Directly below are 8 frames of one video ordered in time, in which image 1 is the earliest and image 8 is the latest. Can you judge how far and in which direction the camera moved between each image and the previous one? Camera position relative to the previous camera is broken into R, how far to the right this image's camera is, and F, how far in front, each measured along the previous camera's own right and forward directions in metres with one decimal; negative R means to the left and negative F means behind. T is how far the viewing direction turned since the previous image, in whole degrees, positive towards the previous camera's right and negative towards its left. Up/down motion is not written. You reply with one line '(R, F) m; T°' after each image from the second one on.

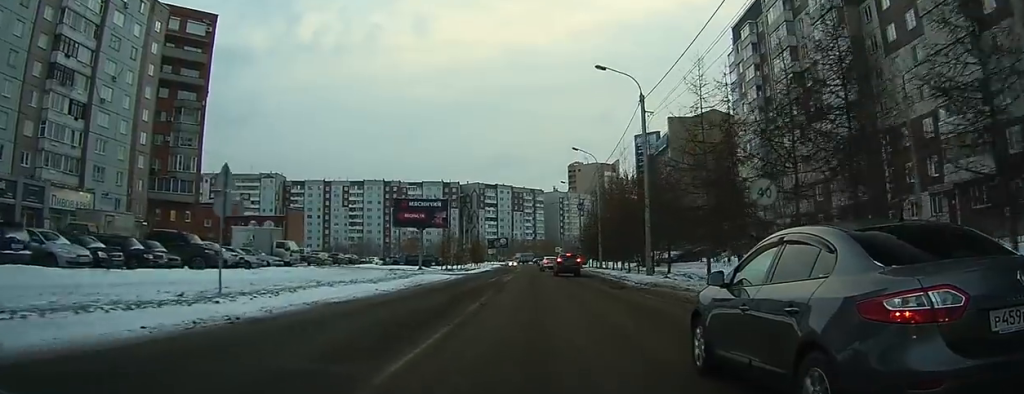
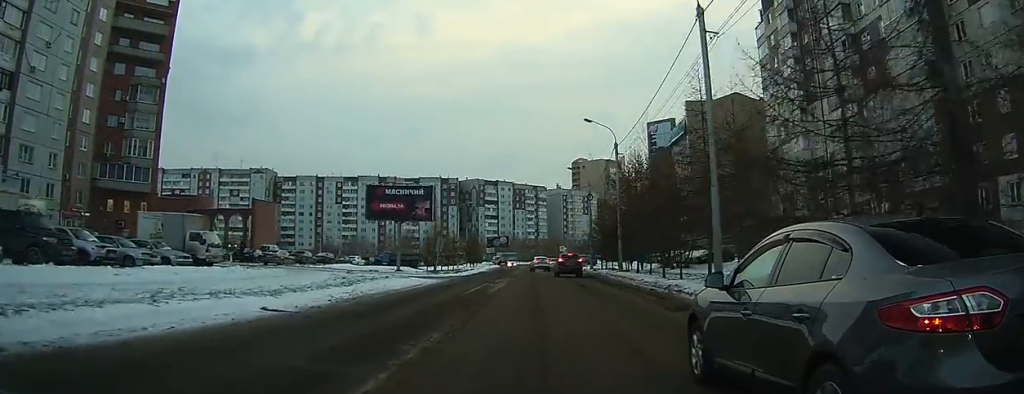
(-0.1, +11.1) m; 0°
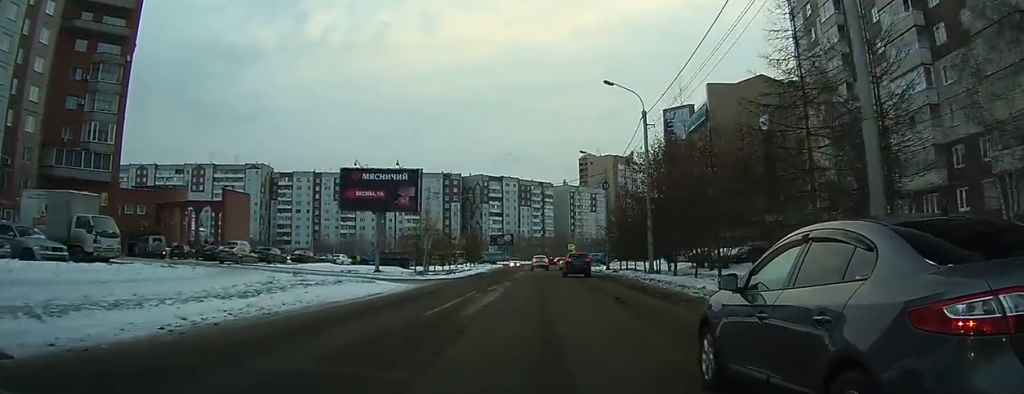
(0.0, +9.0) m; 0°
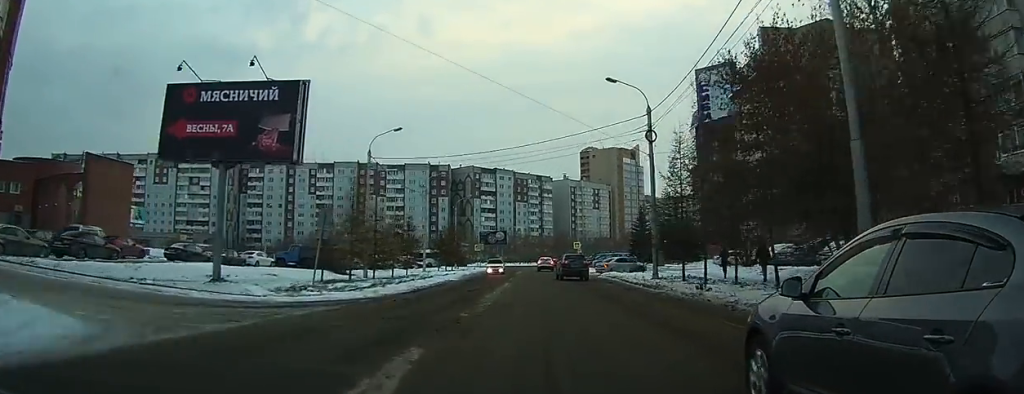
(-0.1, +22.4) m; -2°
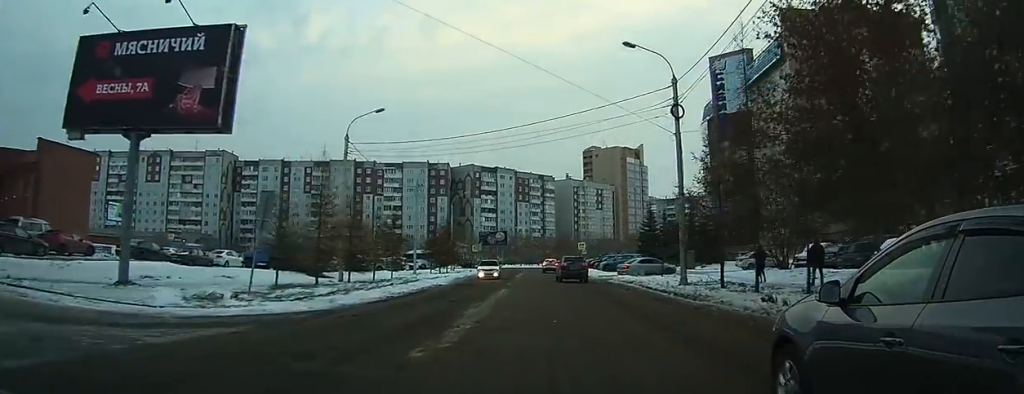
(-0.2, +5.6) m; -1°
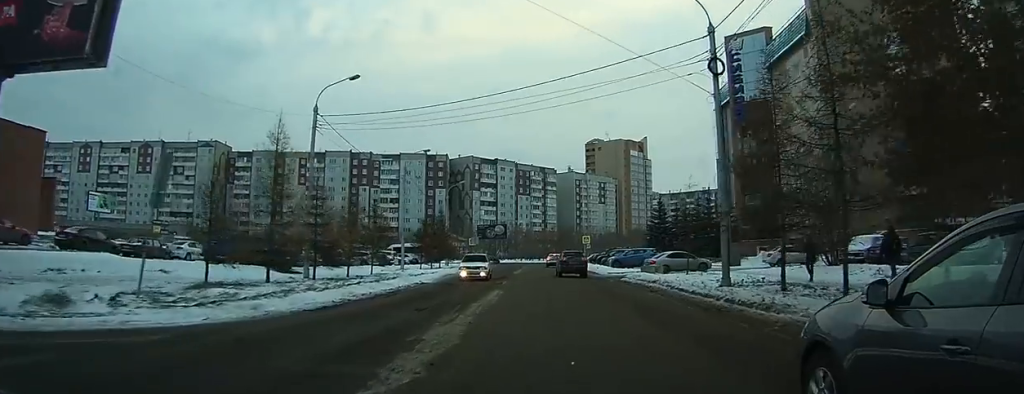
(+0.1, +5.6) m; +1°
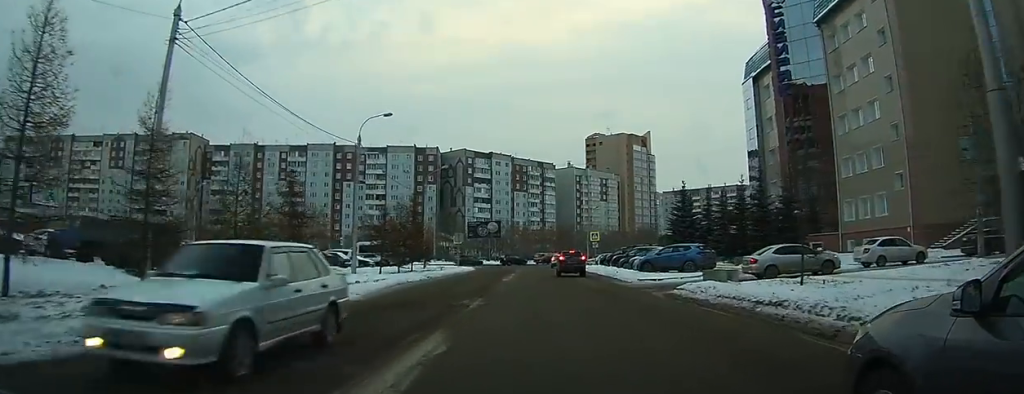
(+0.2, +13.1) m; +1°
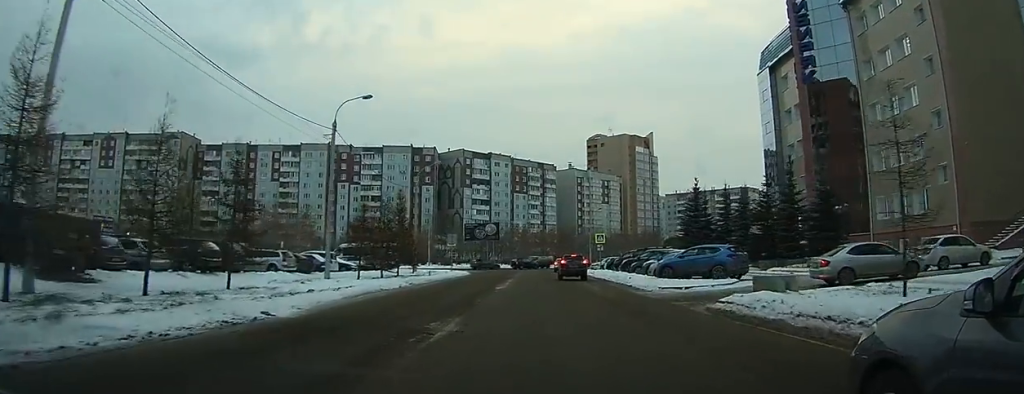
(0.0, +5.0) m; +1°
